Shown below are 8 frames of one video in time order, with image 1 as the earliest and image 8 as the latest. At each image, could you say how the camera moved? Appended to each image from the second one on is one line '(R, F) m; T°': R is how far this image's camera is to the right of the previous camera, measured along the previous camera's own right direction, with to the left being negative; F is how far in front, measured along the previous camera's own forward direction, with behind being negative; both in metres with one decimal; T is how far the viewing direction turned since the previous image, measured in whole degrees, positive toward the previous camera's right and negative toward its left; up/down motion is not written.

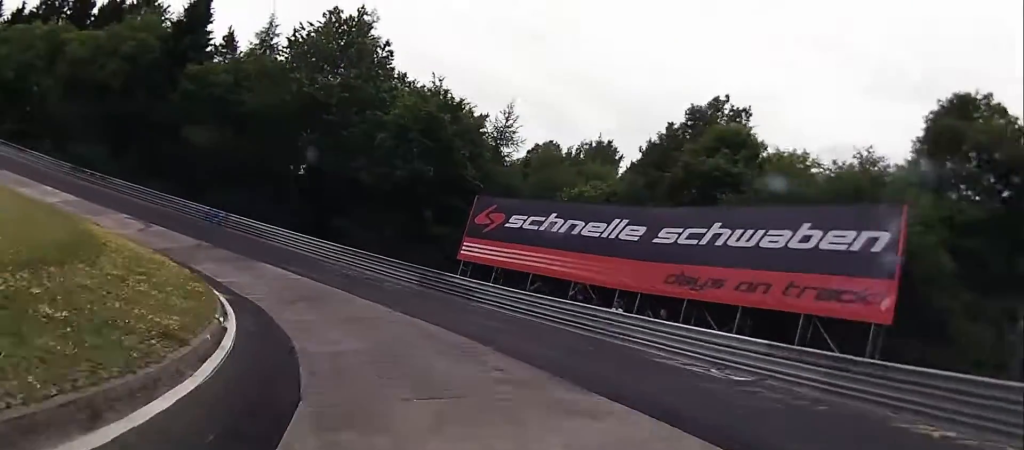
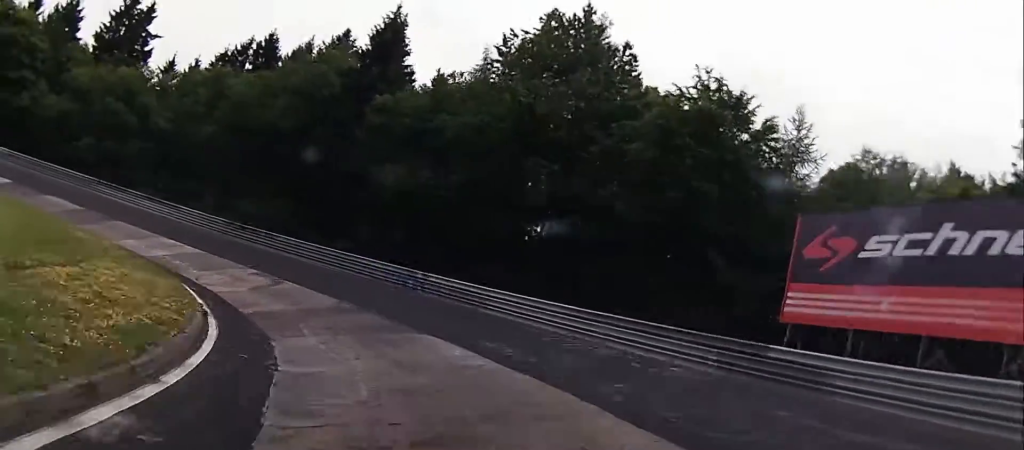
(-2.5, +11.7) m; -24°
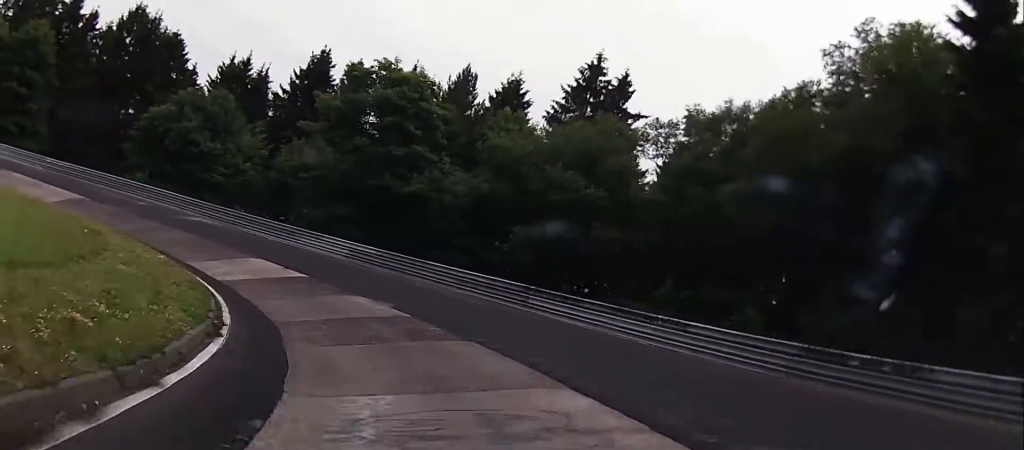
(-9.8, +21.6) m; -47°
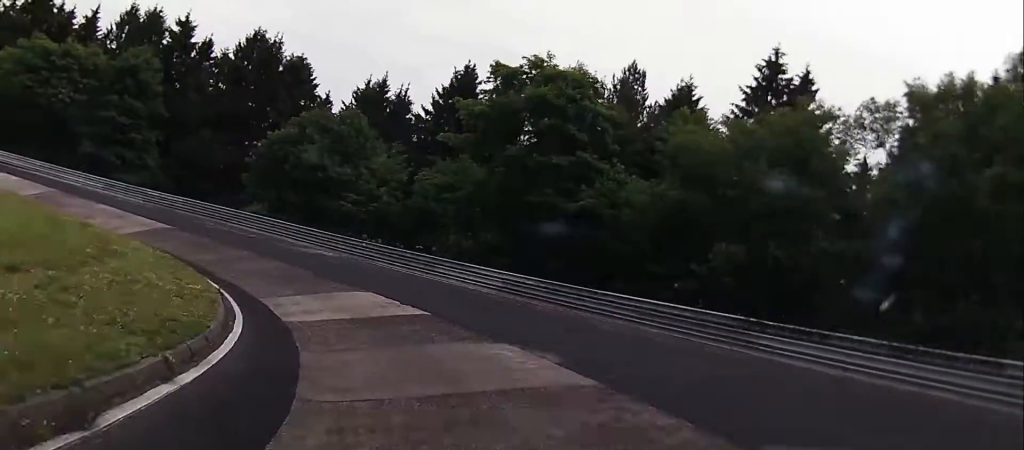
(-0.8, +7.8) m; -15°
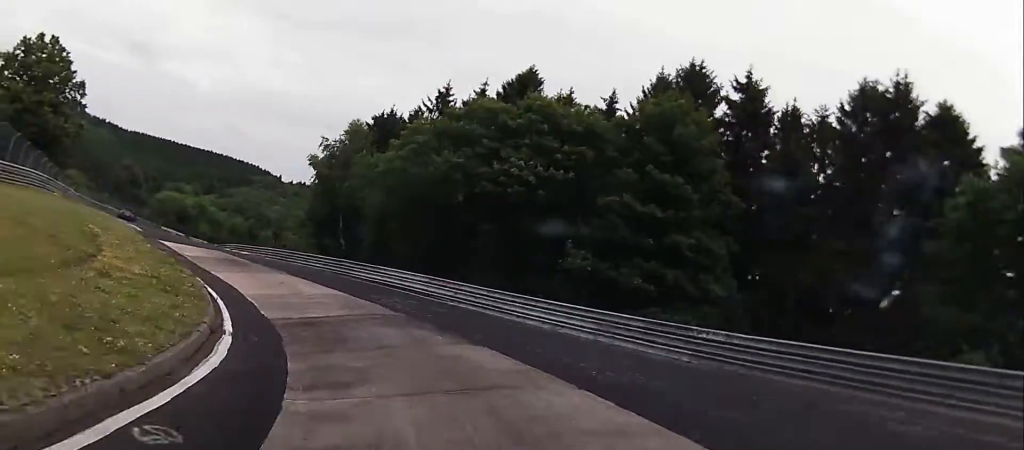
(-12.3, +24.6) m; -49°
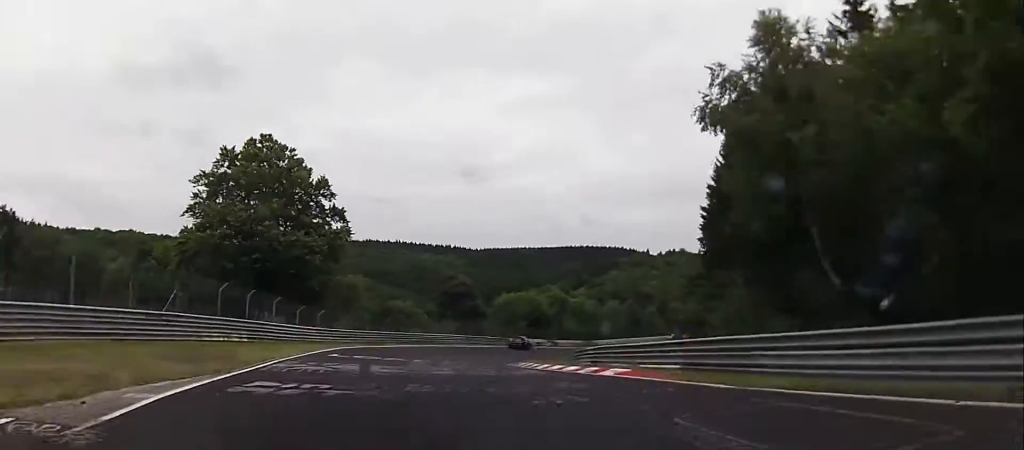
(-7.9, +27.0) m; -21°
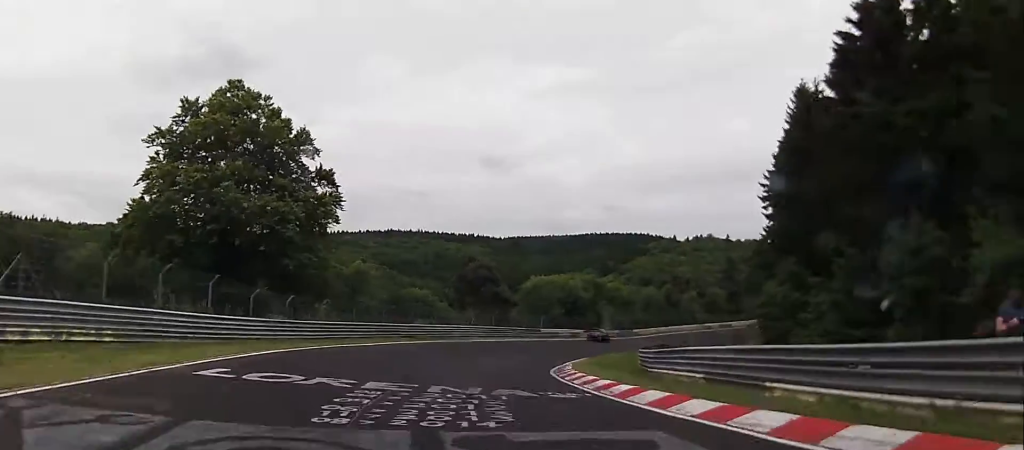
(-0.4, +13.8) m; 0°
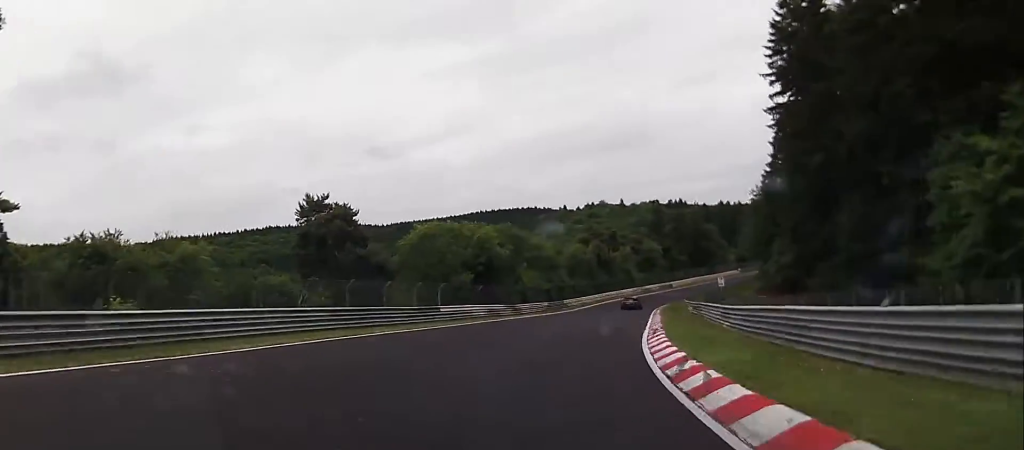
(+1.5, +32.5) m; +8°
